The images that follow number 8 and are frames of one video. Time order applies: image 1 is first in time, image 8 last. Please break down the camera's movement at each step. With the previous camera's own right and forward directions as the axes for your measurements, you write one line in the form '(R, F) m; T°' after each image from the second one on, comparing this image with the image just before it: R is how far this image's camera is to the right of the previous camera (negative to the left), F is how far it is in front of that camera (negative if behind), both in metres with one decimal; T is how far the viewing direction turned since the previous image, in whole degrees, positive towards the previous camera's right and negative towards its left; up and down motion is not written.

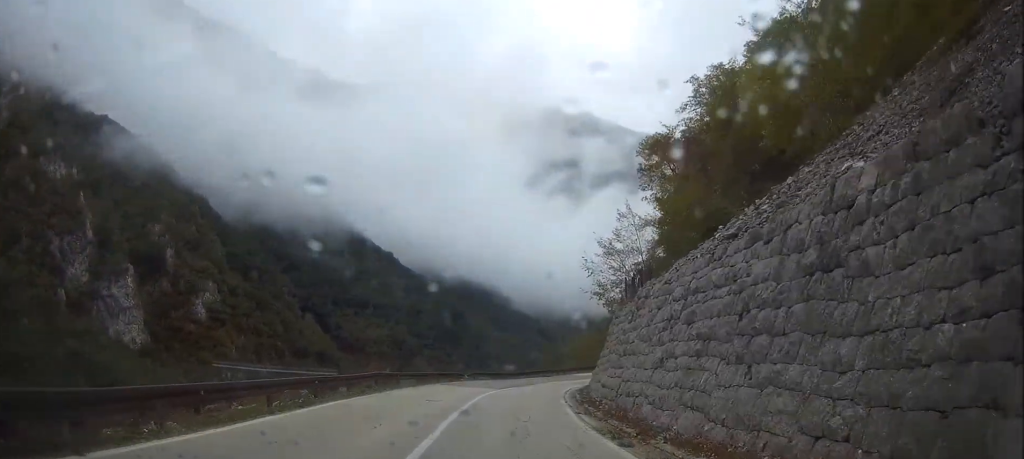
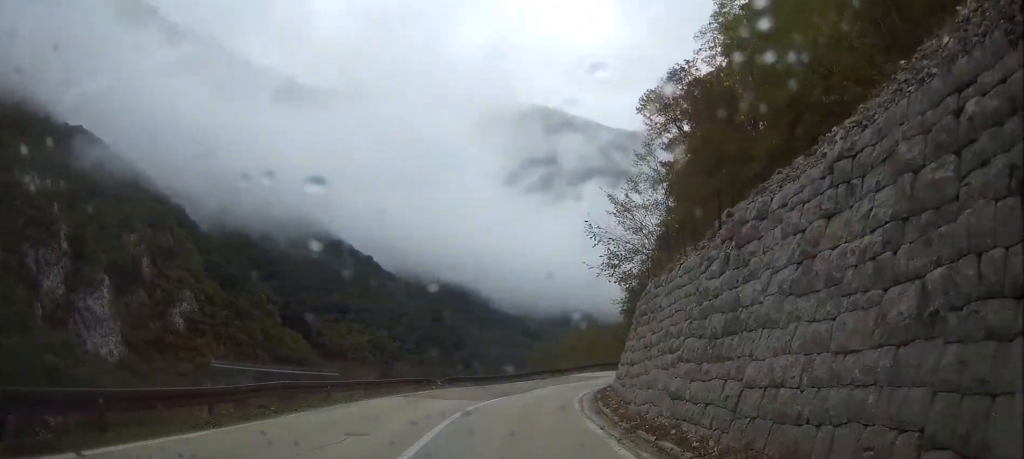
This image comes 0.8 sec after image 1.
(+0.1, +10.5) m; +3°
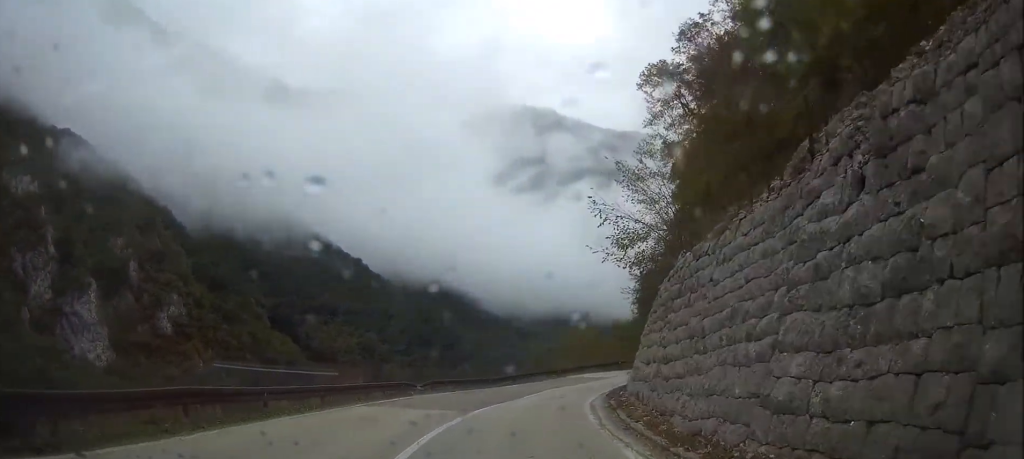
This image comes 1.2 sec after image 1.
(0.0, +5.0) m; +2°
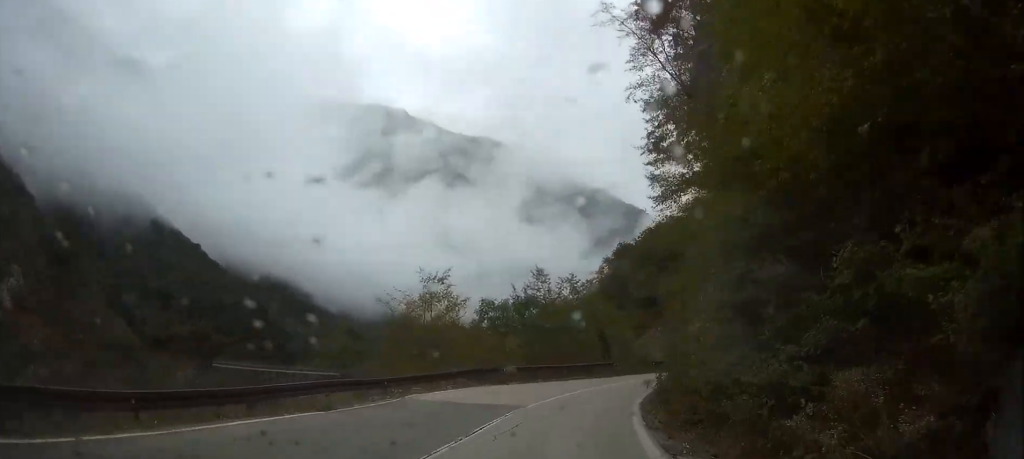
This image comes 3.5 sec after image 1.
(+2.7, +28.2) m; +16°
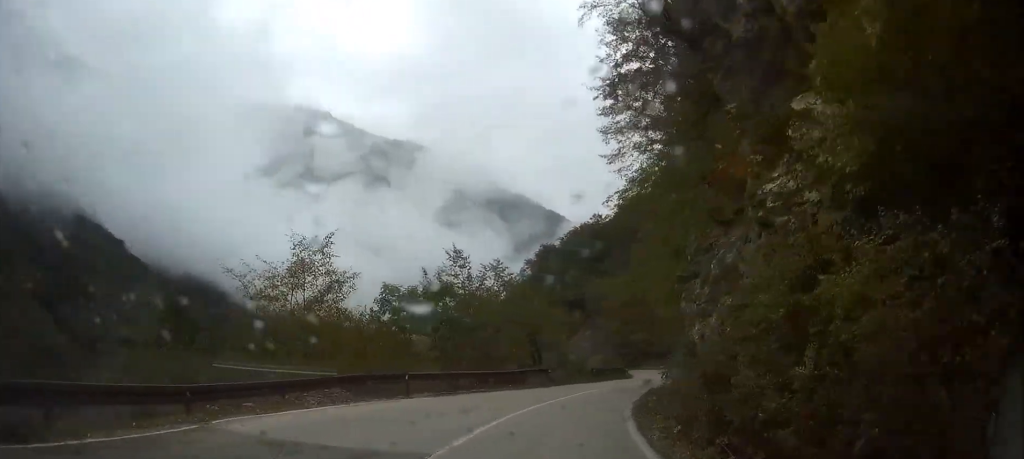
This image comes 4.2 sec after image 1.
(+1.2, +9.4) m; +6°
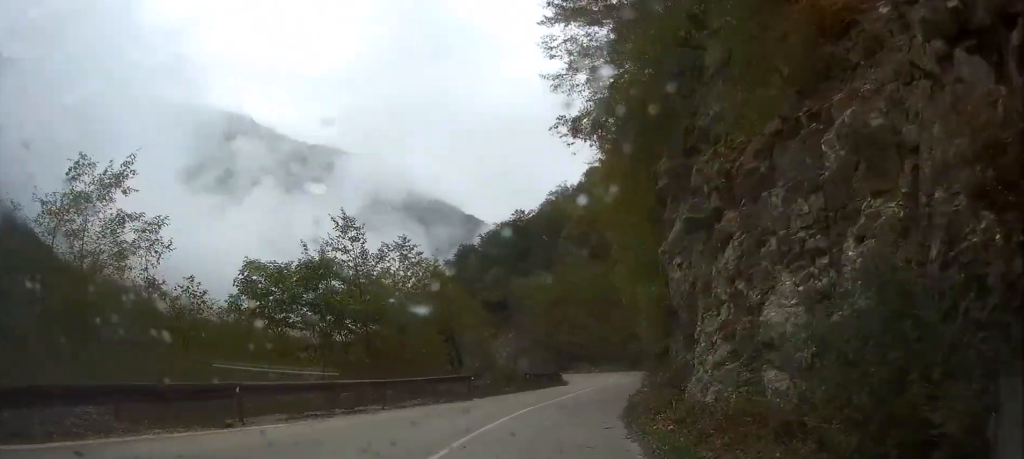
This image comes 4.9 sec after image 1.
(+0.3, +9.4) m; +4°
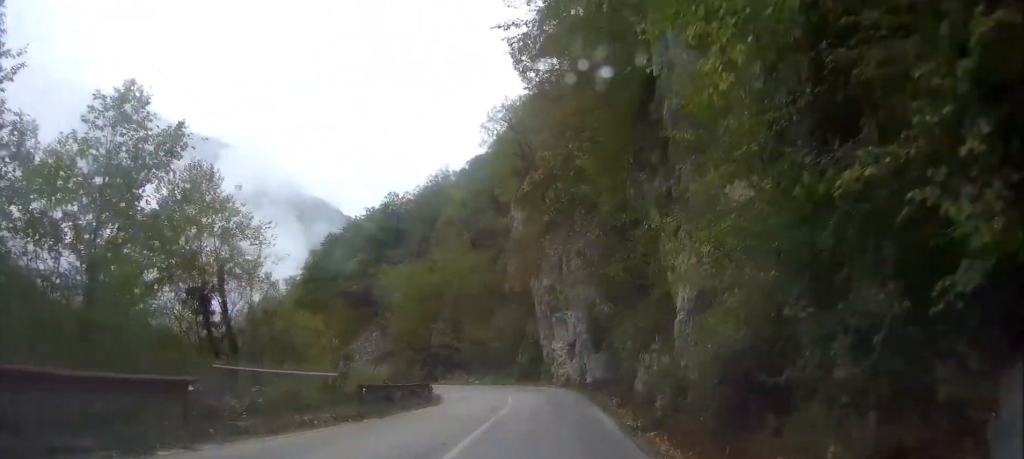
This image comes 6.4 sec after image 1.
(+1.2, +18.6) m; +11°
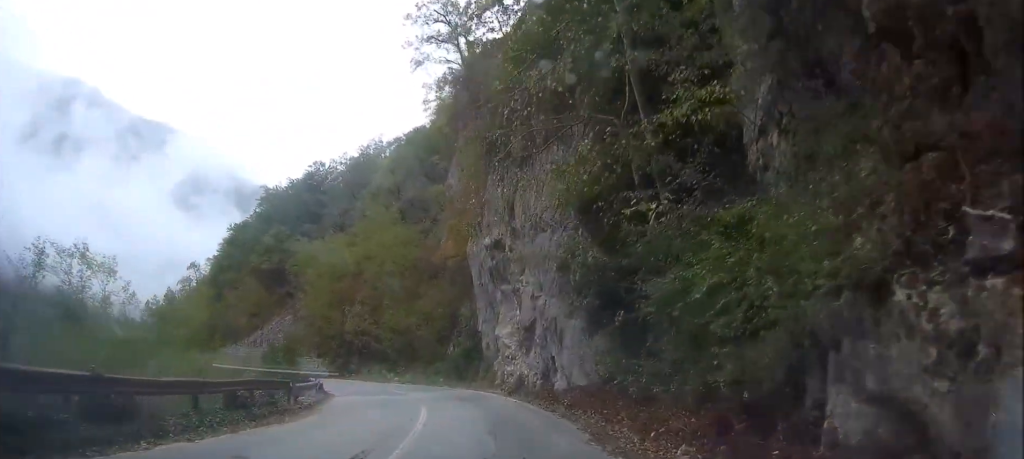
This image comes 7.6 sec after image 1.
(+0.7, +15.0) m; -2°
